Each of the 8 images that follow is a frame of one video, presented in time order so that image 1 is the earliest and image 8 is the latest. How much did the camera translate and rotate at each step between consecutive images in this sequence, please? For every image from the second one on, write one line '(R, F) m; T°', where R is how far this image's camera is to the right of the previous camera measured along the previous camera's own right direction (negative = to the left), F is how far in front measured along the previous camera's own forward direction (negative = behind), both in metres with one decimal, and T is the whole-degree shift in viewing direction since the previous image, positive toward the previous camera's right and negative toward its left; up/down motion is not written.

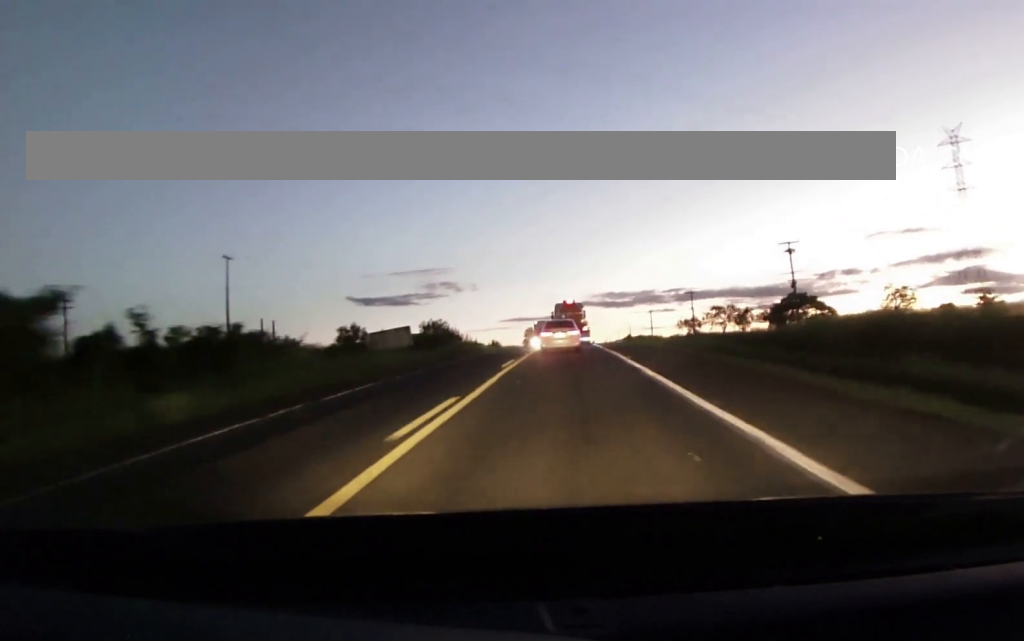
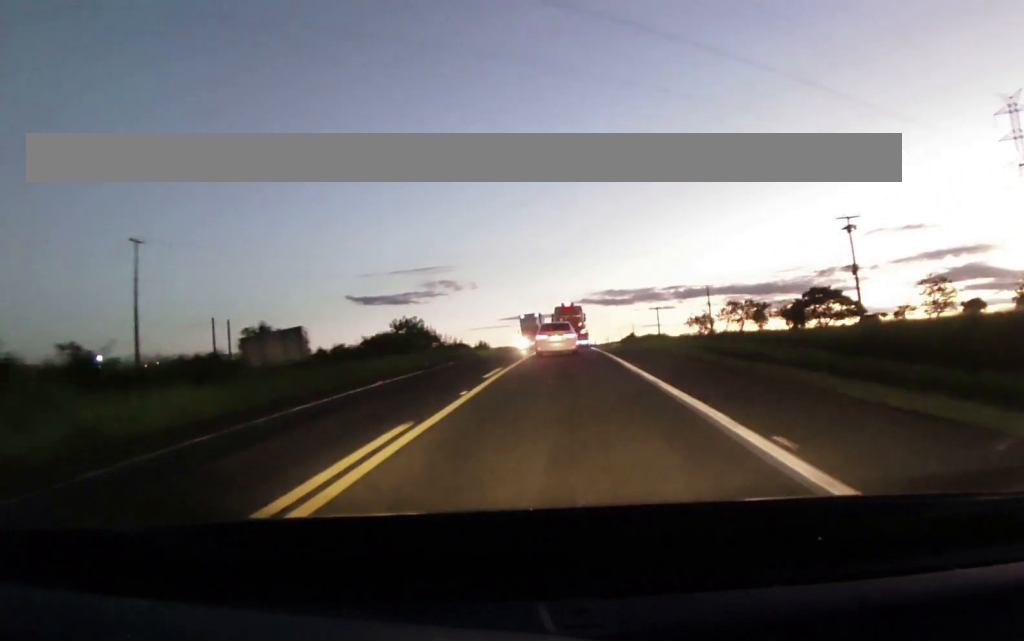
(0.0, +19.7) m; 0°
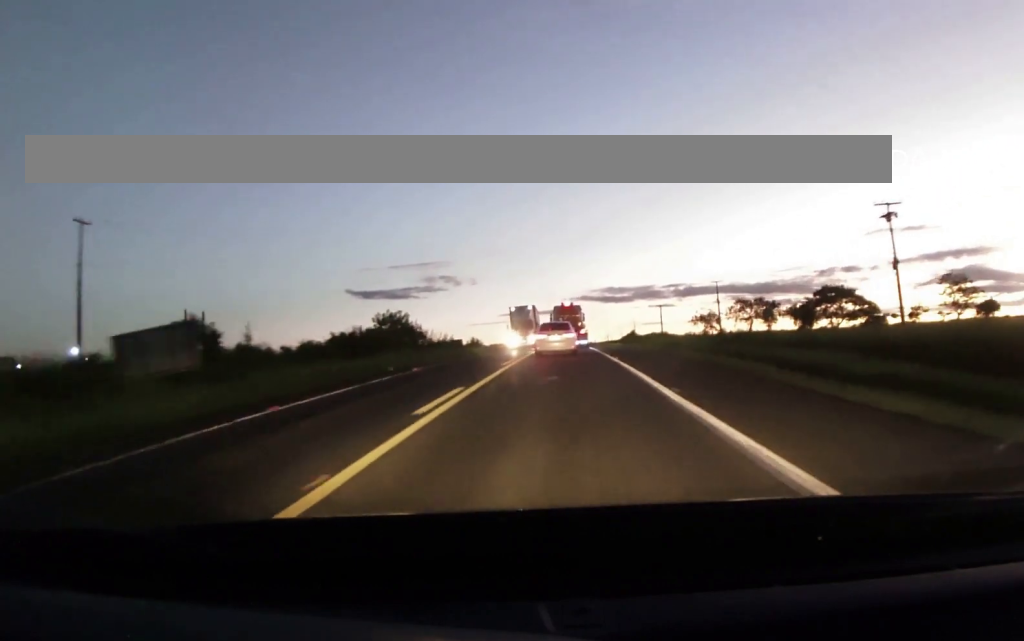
(-0.4, +9.2) m; 0°
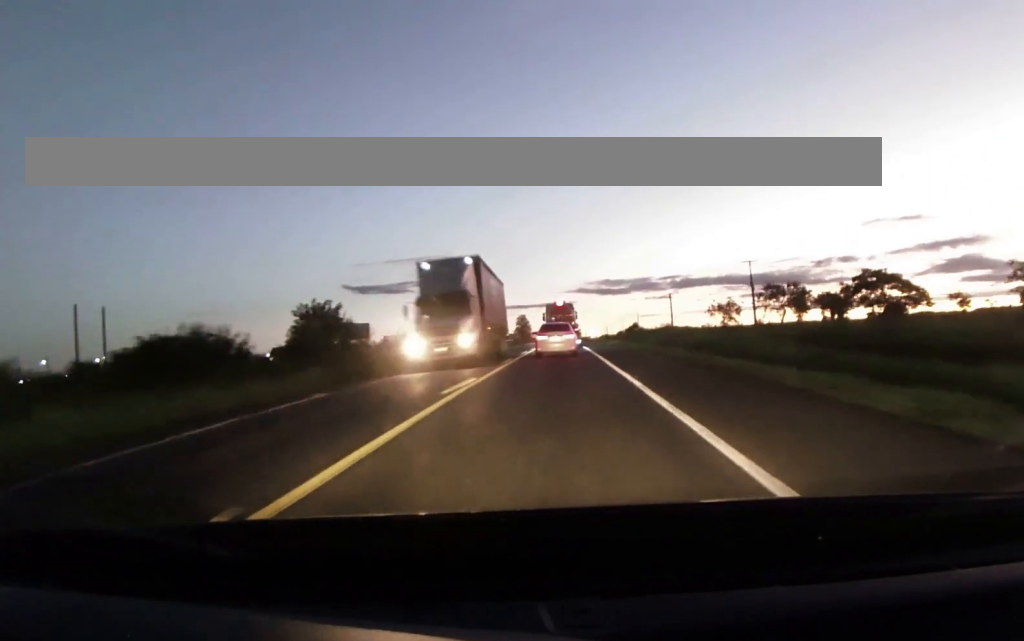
(+1.0, +27.7) m; +1°
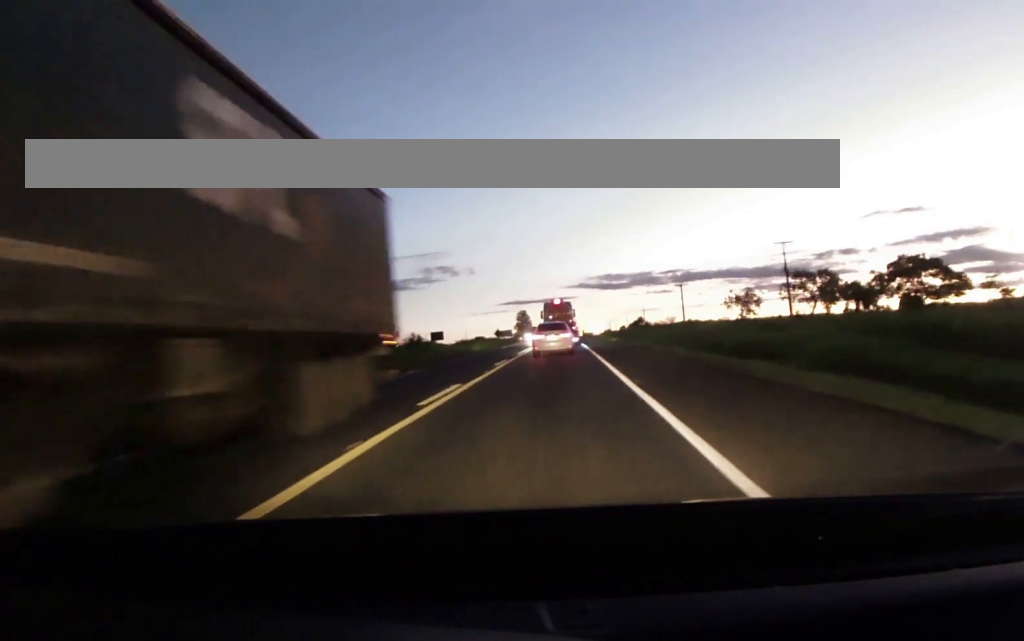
(-0.2, +16.7) m; -1°
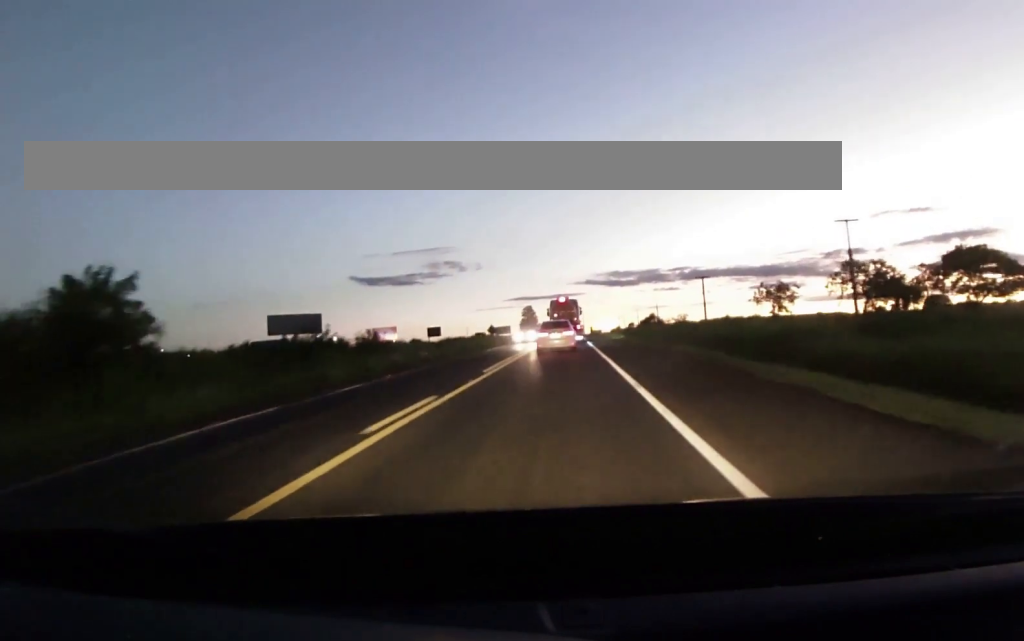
(-0.2, +18.5) m; -1°
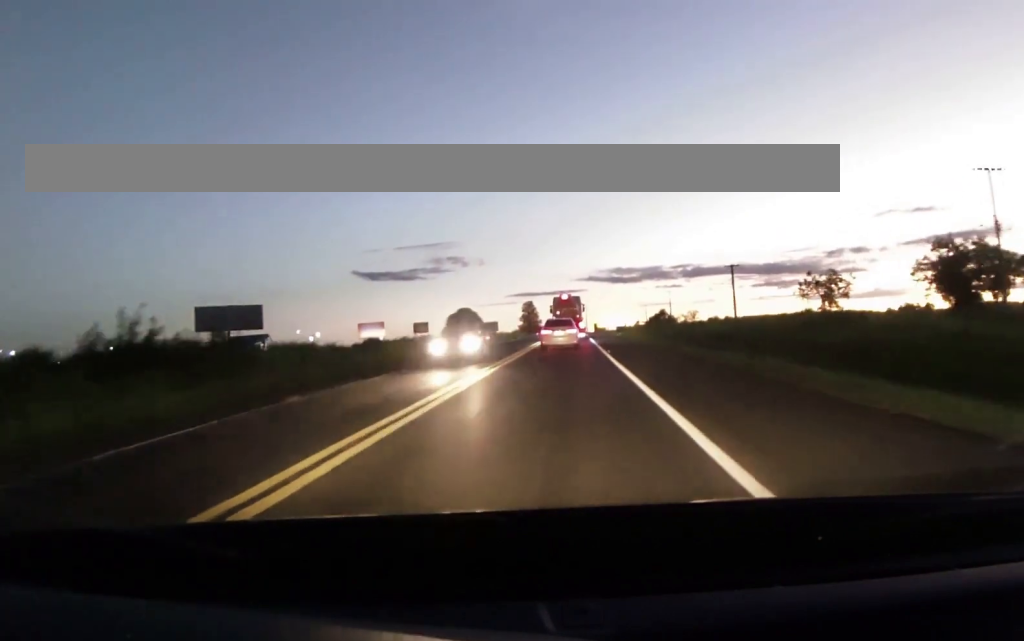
(-0.2, +25.0) m; 0°
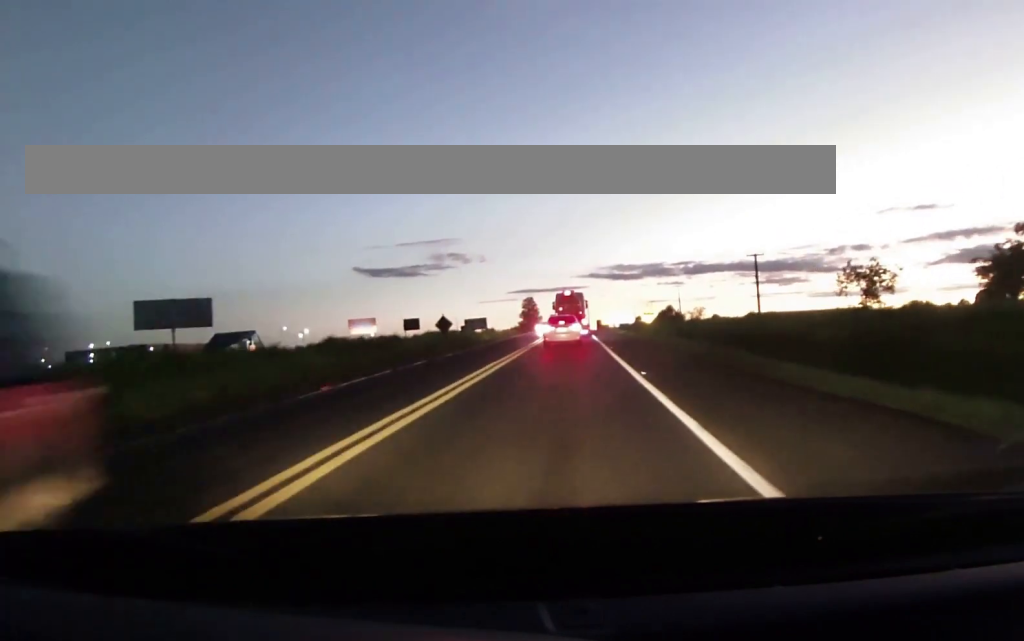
(-0.1, +14.9) m; 0°
